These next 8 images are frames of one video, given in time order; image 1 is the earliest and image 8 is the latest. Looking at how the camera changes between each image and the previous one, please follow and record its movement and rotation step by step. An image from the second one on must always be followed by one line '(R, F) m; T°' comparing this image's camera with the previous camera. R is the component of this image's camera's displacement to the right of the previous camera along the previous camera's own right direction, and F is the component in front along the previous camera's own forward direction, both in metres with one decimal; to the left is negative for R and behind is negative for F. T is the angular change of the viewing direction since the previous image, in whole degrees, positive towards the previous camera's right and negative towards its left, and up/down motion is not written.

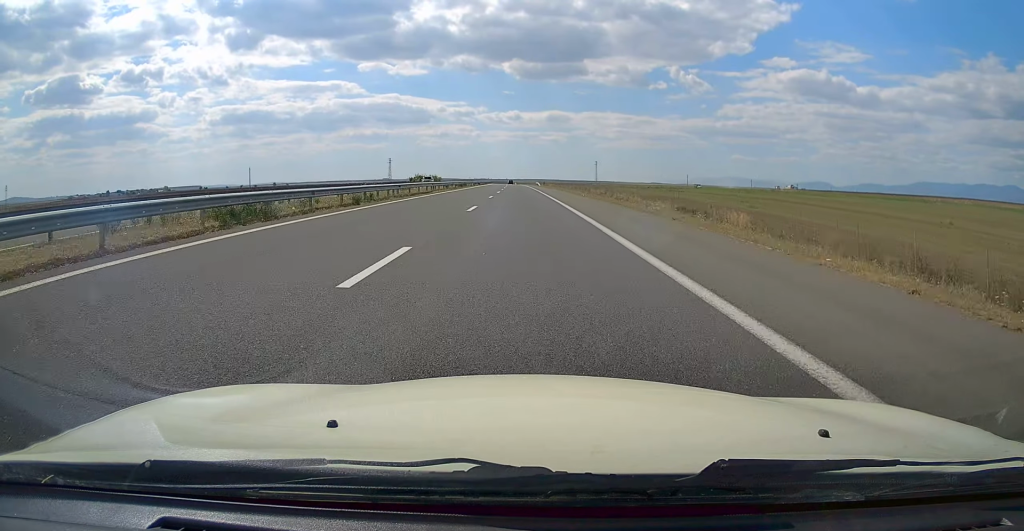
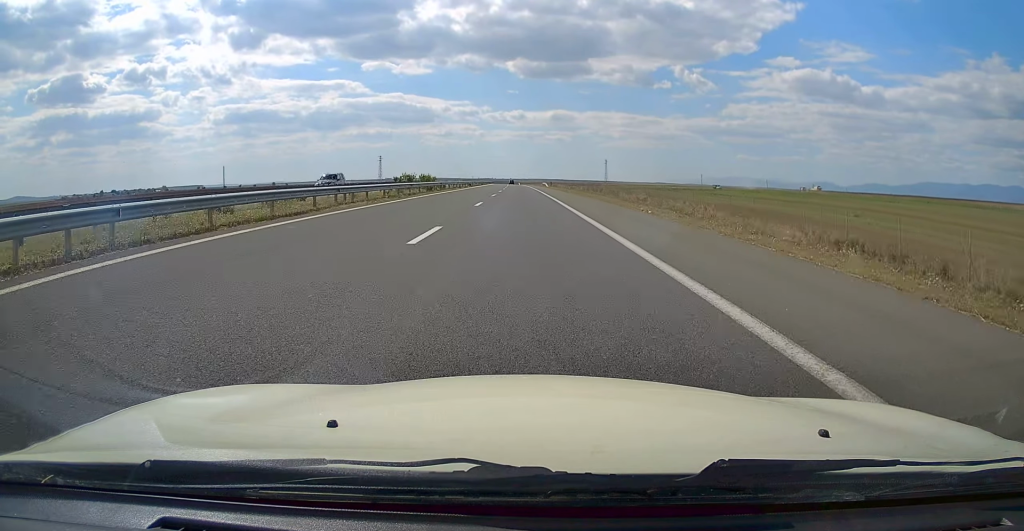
(0.0, +27.5) m; 0°
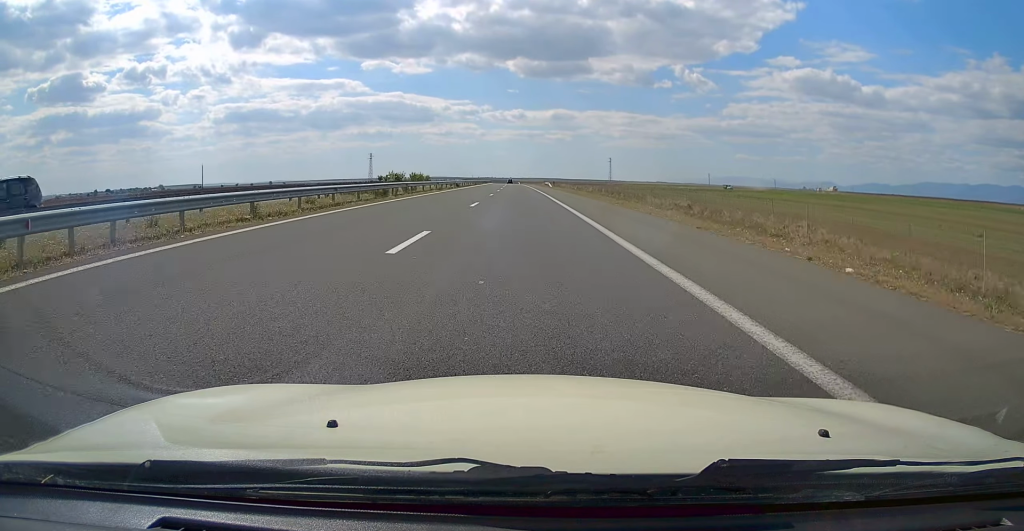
(0.0, +17.0) m; 0°
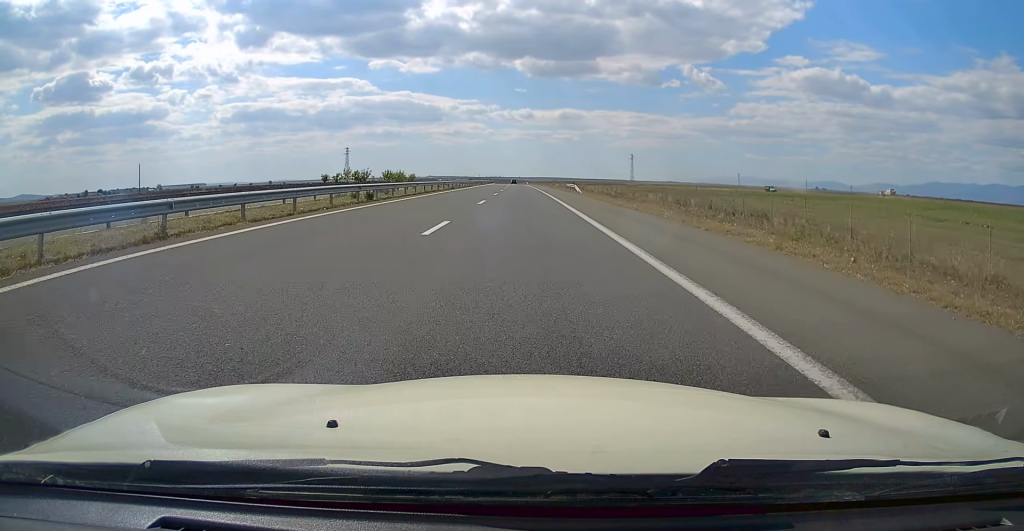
(0.0, +44.5) m; 0°
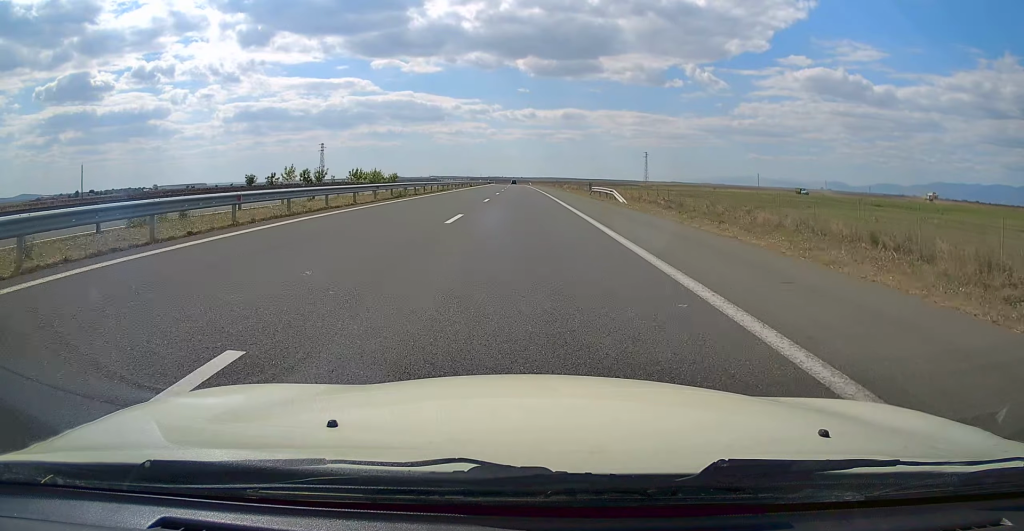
(0.0, +28.4) m; 0°
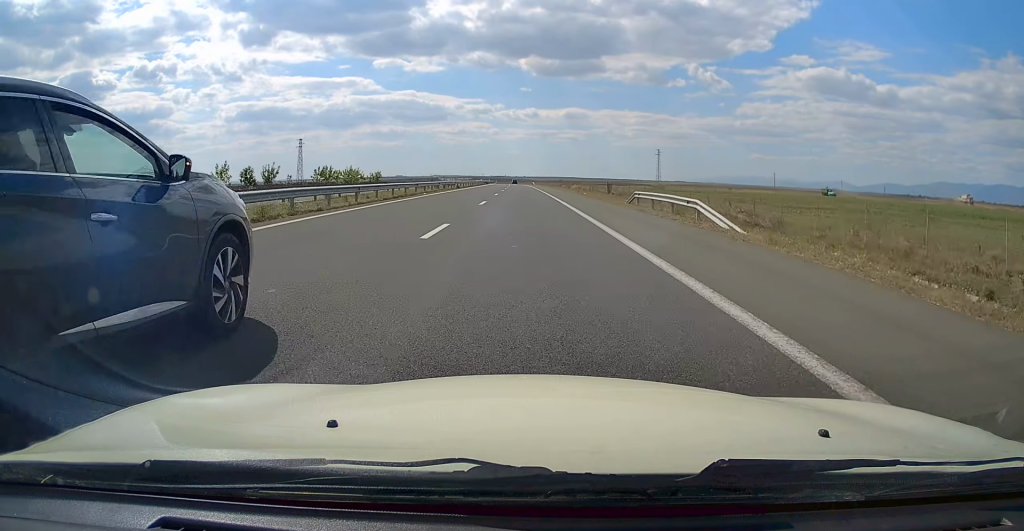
(0.0, +19.9) m; -1°
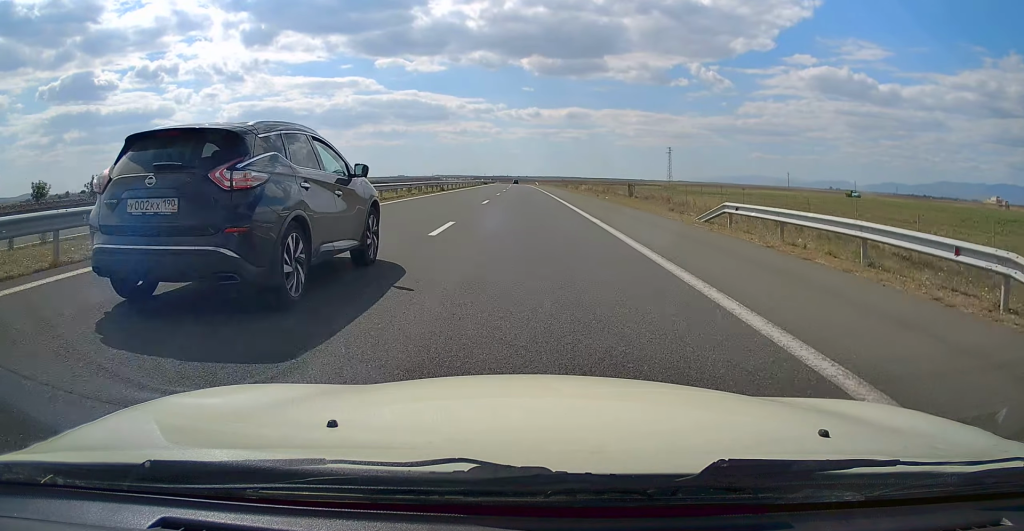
(-0.1, +15.2) m; -1°
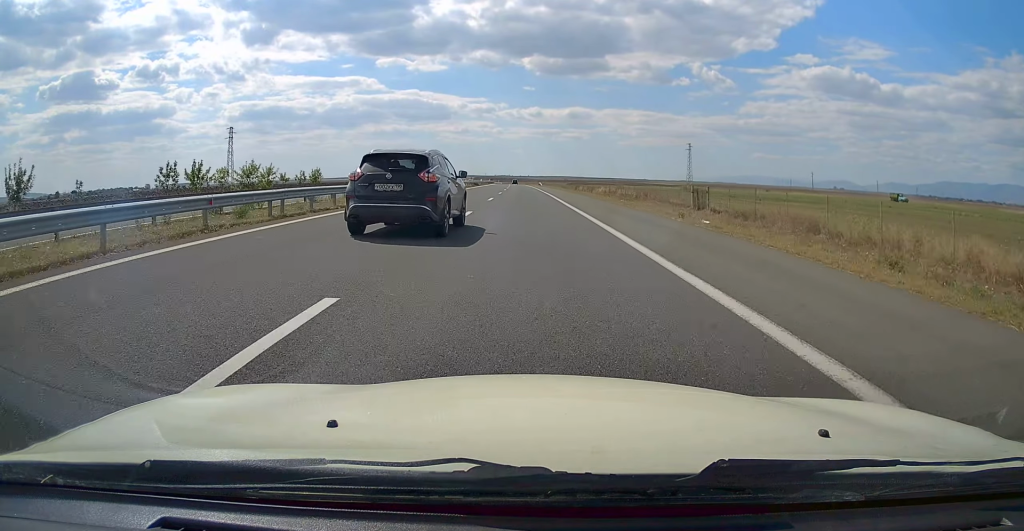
(-0.3, +26.6) m; -1°
